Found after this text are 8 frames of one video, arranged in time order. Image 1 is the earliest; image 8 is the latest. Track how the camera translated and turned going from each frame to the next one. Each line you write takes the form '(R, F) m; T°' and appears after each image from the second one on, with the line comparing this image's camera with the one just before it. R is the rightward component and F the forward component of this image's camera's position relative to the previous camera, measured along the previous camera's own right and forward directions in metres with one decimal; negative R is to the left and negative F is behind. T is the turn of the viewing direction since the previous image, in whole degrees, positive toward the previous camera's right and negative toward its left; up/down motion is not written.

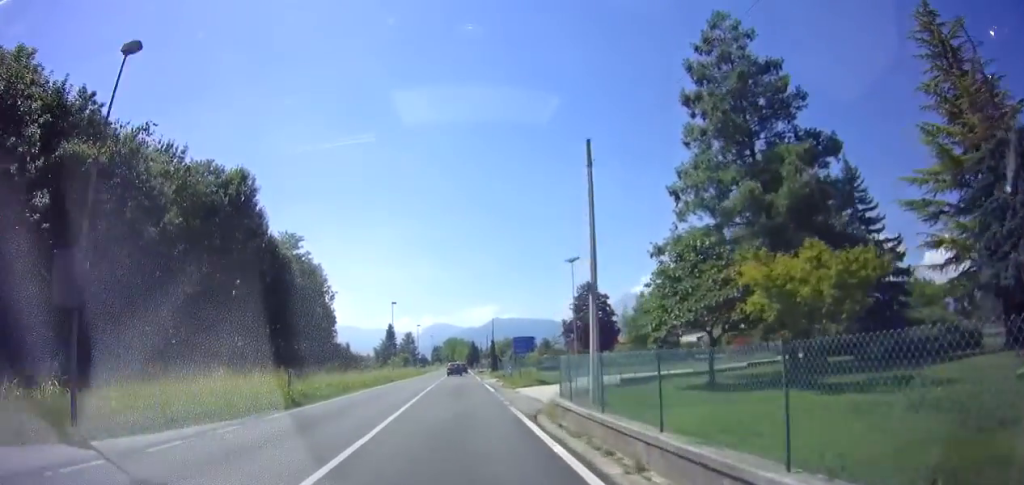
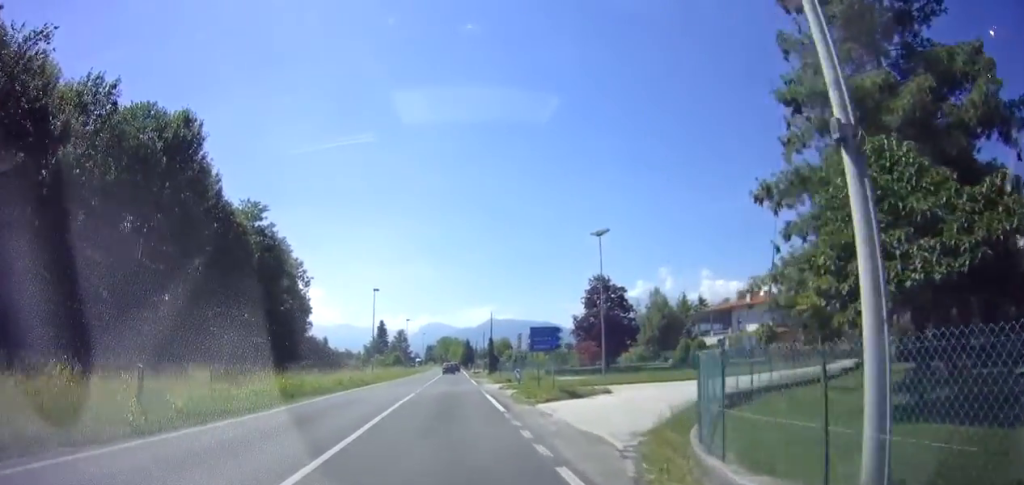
(-0.3, +9.3) m; +5°
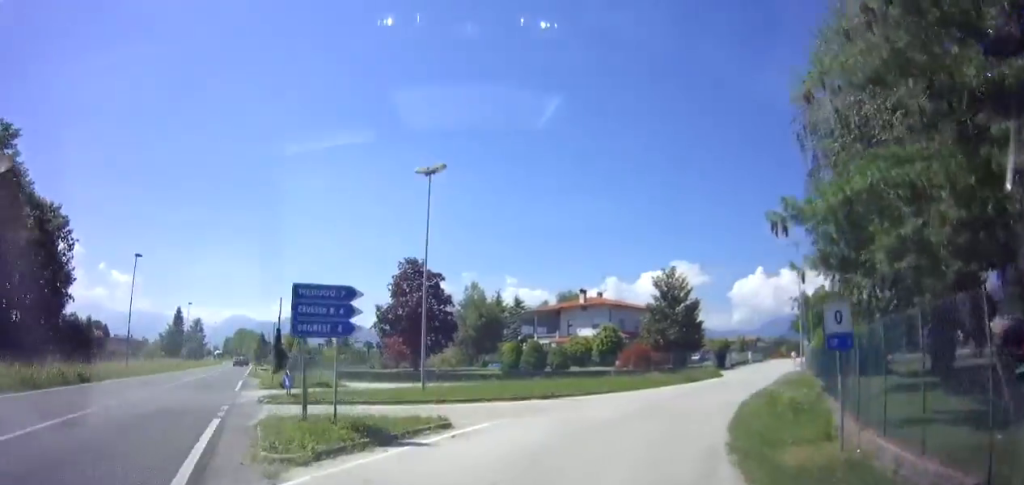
(+2.5, +10.3) m; +25°
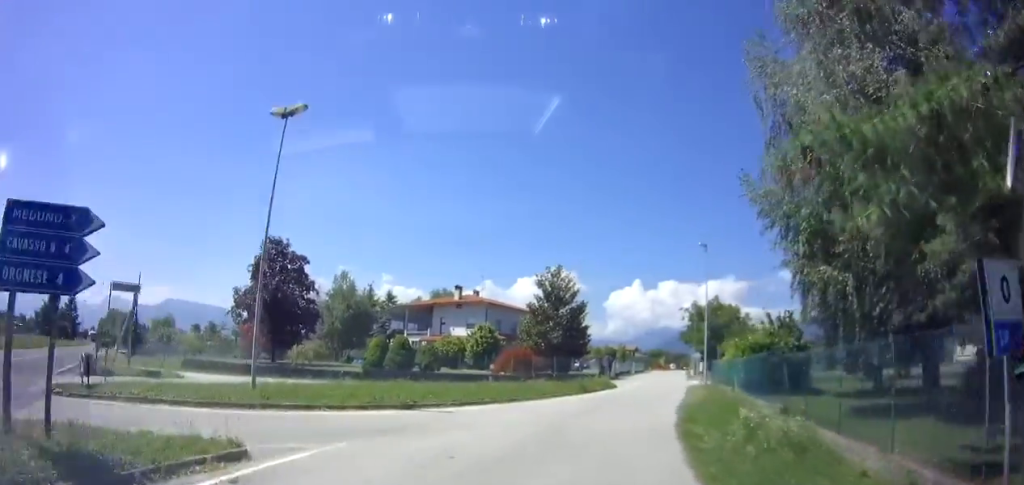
(+0.4, +4.3) m; +10°
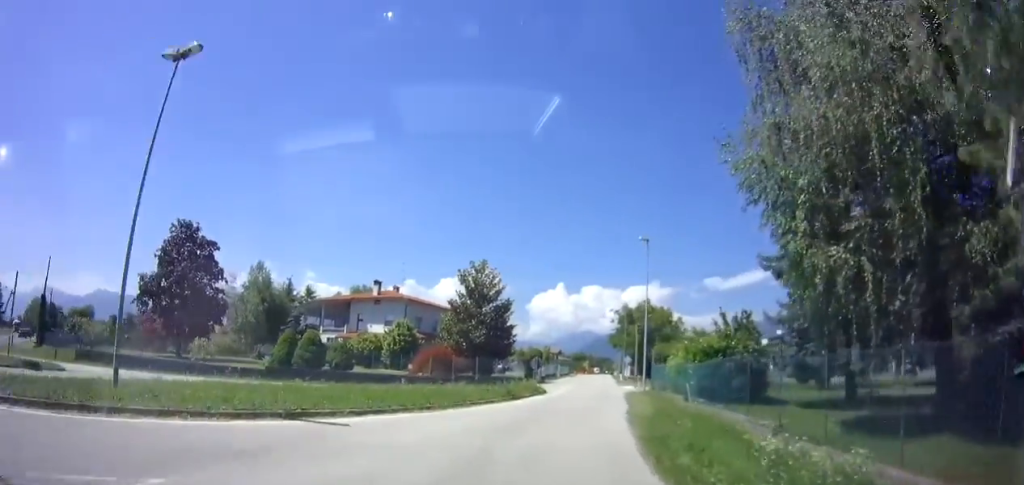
(+0.2, +3.0) m; +7°
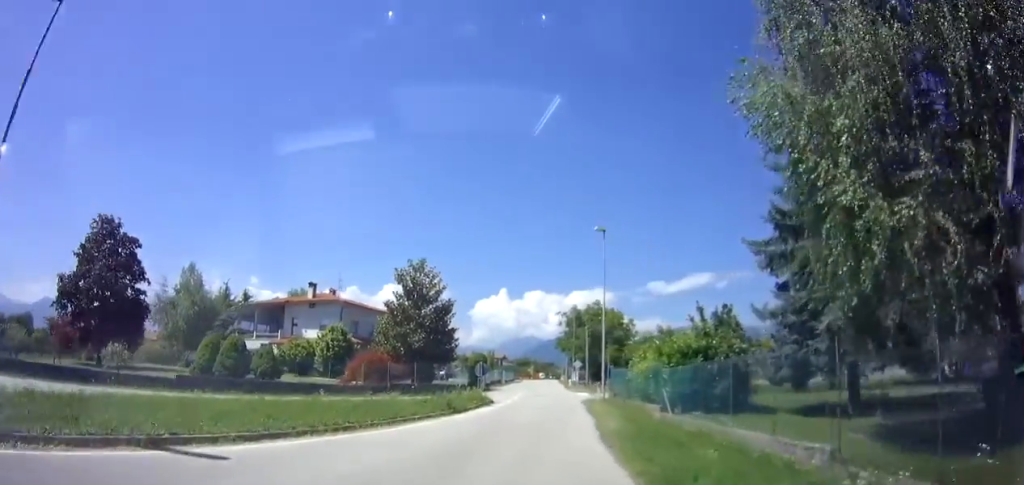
(+0.2, +3.2) m; +5°
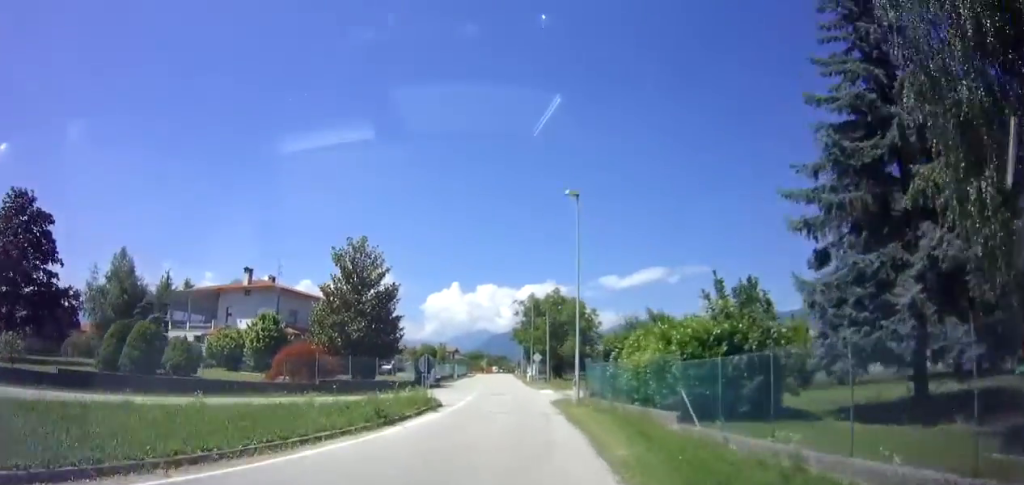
(+0.4, +5.0) m; +4°
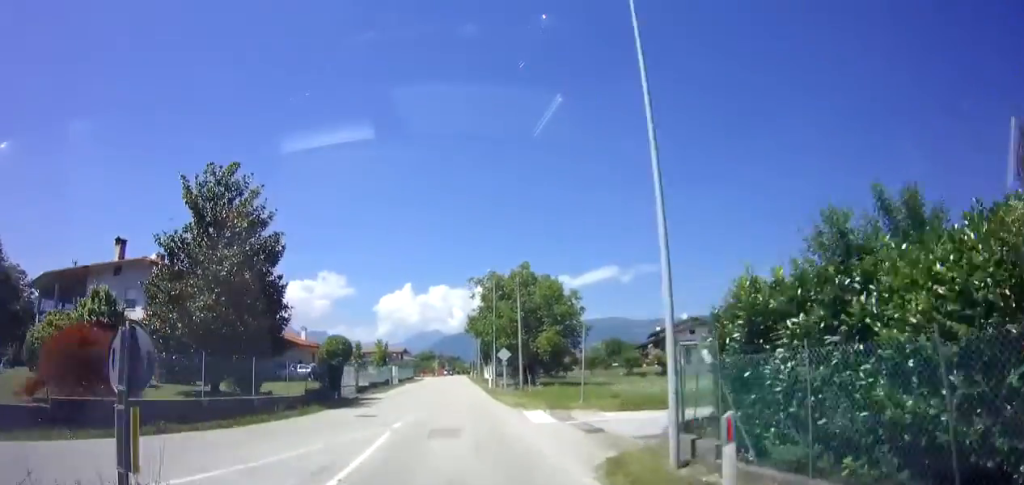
(+0.5, +13.8) m; +3°
